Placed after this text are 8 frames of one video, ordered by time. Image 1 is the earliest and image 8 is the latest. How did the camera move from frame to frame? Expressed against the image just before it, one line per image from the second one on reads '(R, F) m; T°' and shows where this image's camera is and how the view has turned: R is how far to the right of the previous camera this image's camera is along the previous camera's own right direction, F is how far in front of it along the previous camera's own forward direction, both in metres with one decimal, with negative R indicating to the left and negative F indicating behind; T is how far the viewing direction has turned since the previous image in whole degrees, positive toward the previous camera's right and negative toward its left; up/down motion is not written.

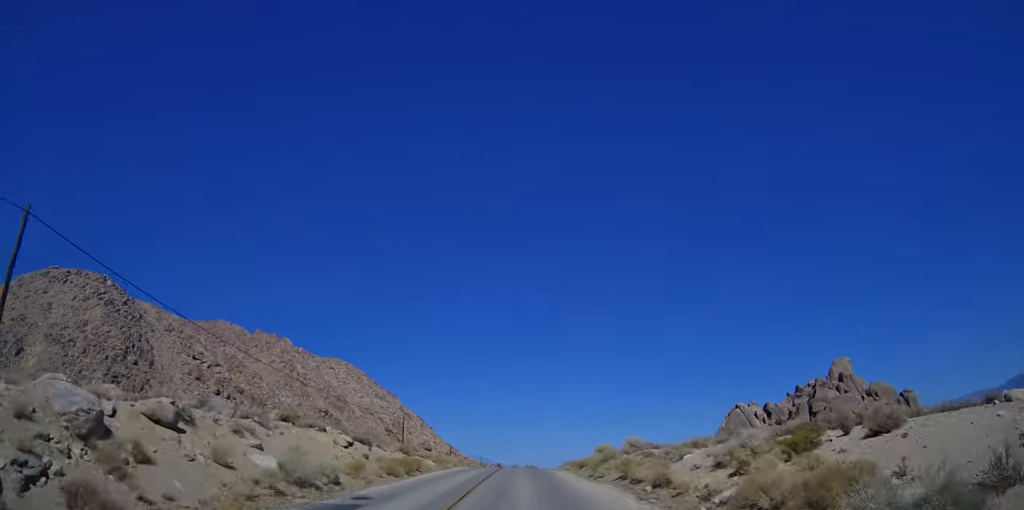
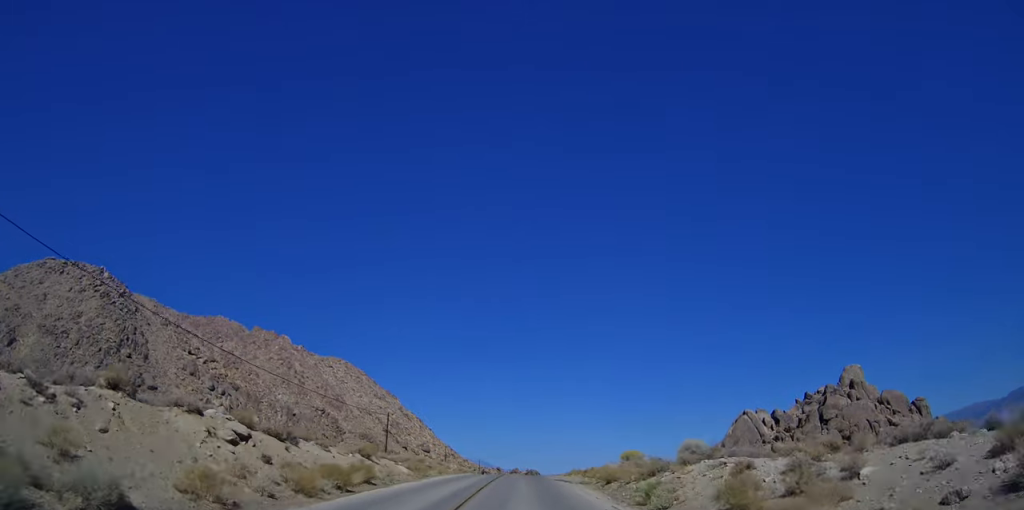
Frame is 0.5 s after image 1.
(+0.1, +10.4) m; 0°
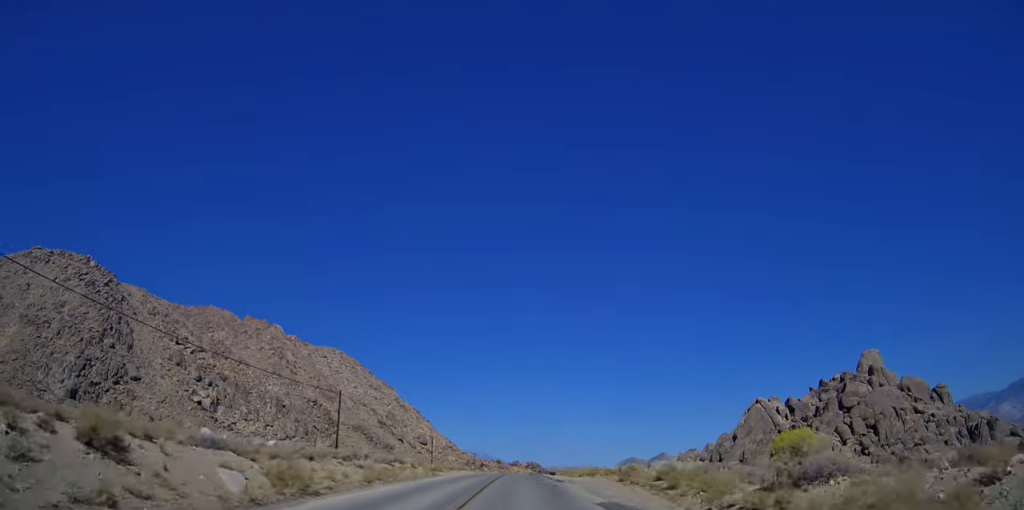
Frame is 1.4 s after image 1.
(+0.4, +19.6) m; 0°
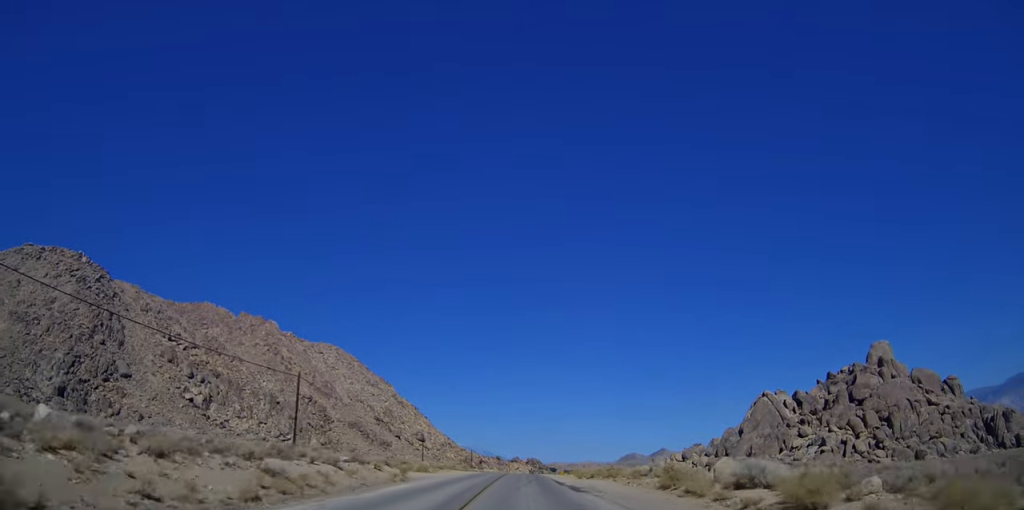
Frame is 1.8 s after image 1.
(-0.3, +10.0) m; -1°
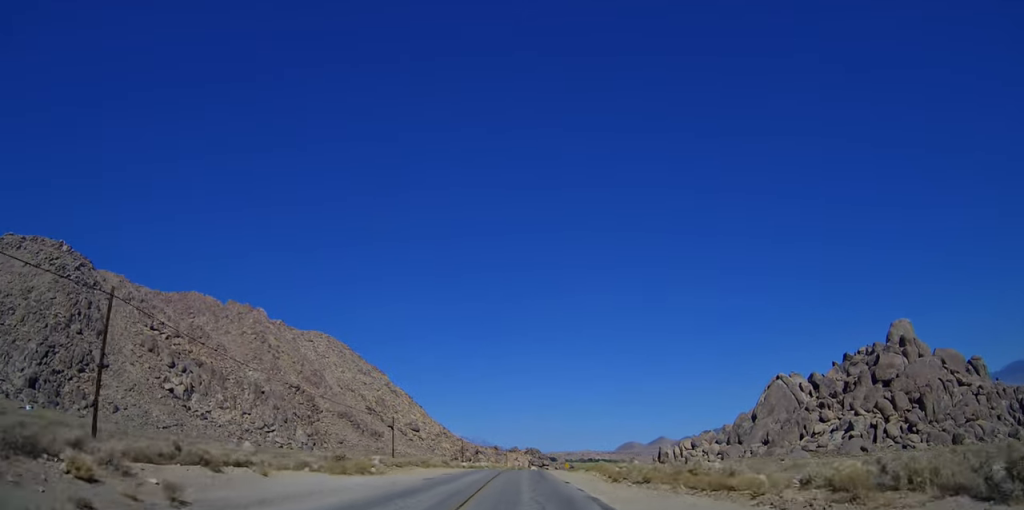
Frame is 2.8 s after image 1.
(-0.1, +21.5) m; +1°
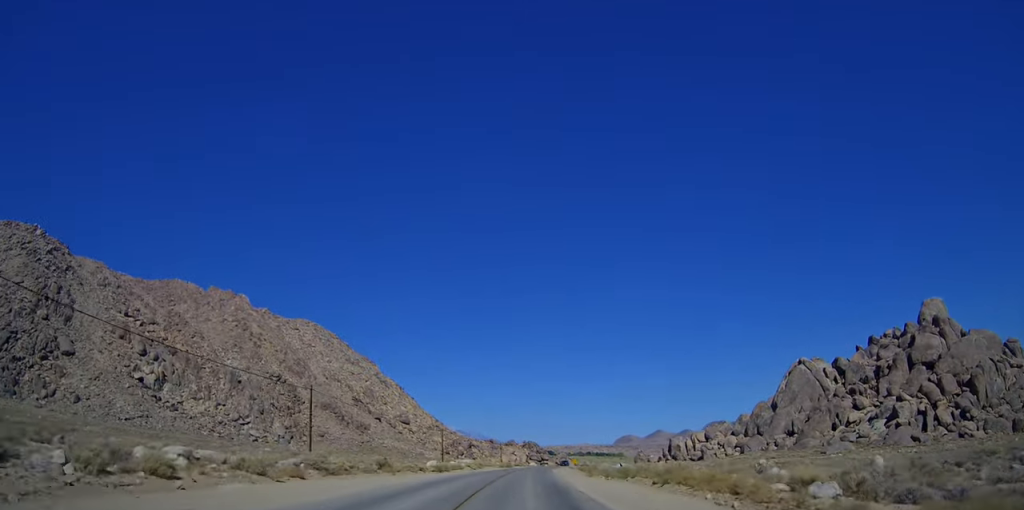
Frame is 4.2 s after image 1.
(+0.7, +28.5) m; 0°
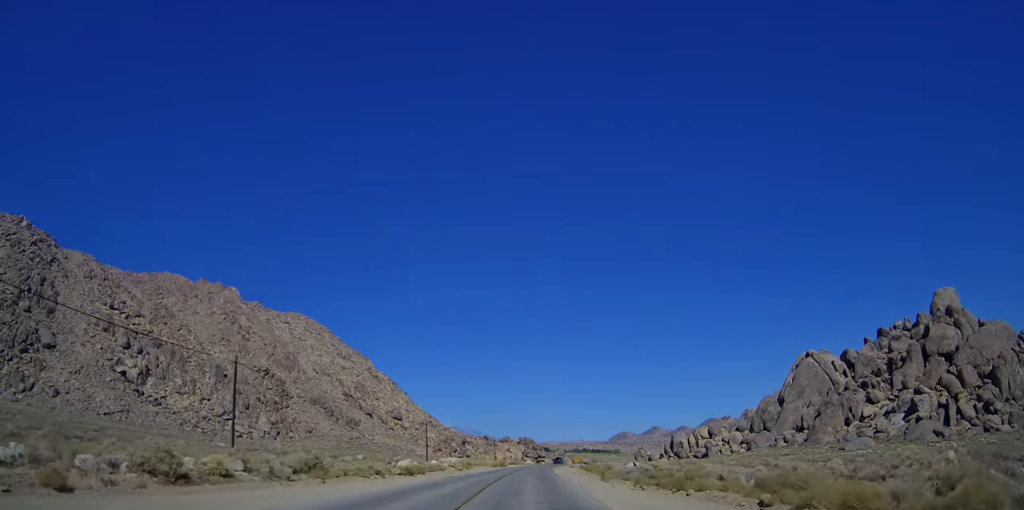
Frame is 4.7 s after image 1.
(-0.4, +12.2) m; -1°
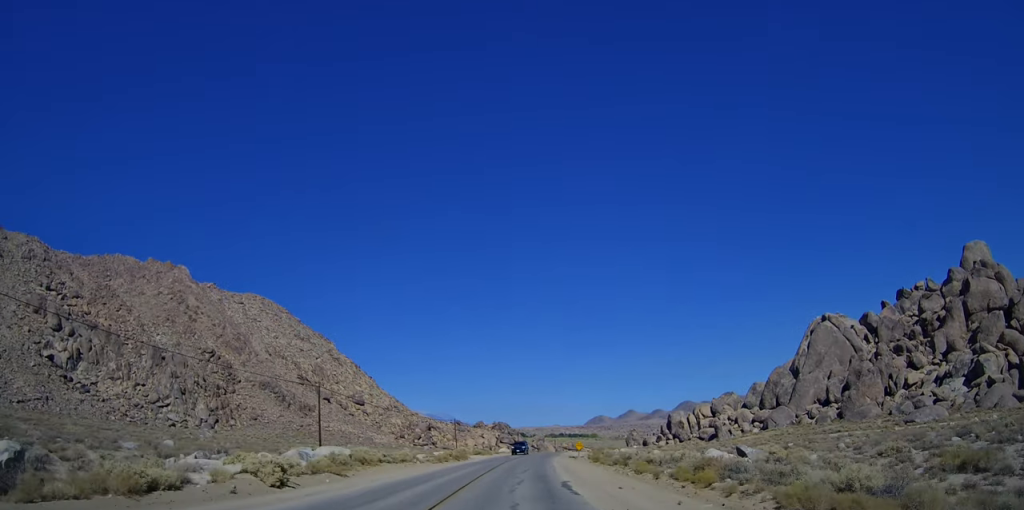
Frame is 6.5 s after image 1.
(+0.3, +38.3) m; +3°
